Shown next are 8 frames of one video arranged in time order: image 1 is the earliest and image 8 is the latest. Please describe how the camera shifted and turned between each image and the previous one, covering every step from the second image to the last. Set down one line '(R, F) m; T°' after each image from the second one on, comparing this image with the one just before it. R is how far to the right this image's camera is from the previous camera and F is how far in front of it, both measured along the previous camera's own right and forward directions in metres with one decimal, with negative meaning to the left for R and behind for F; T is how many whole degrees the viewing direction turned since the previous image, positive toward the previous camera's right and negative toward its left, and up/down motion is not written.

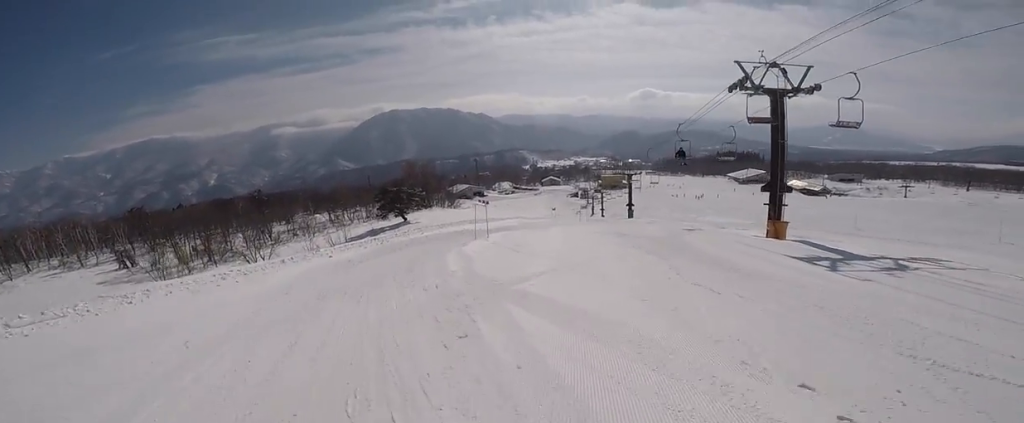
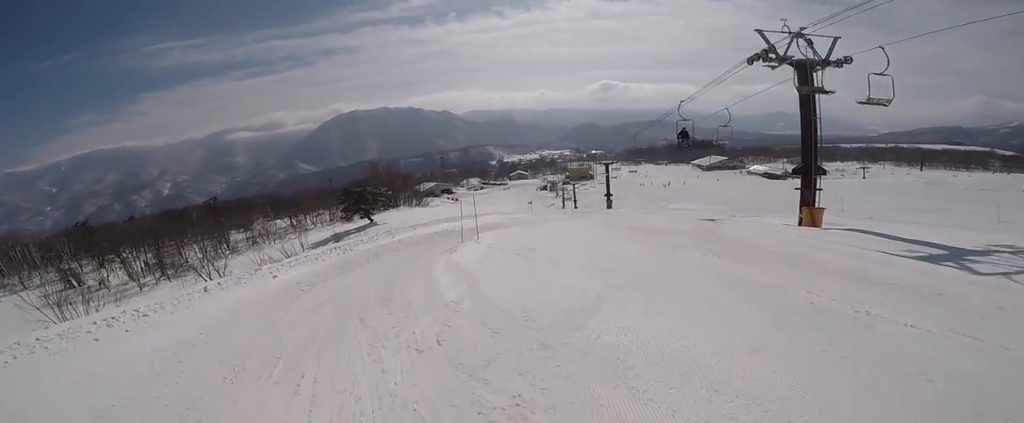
(-0.1, +3.4) m; +1°
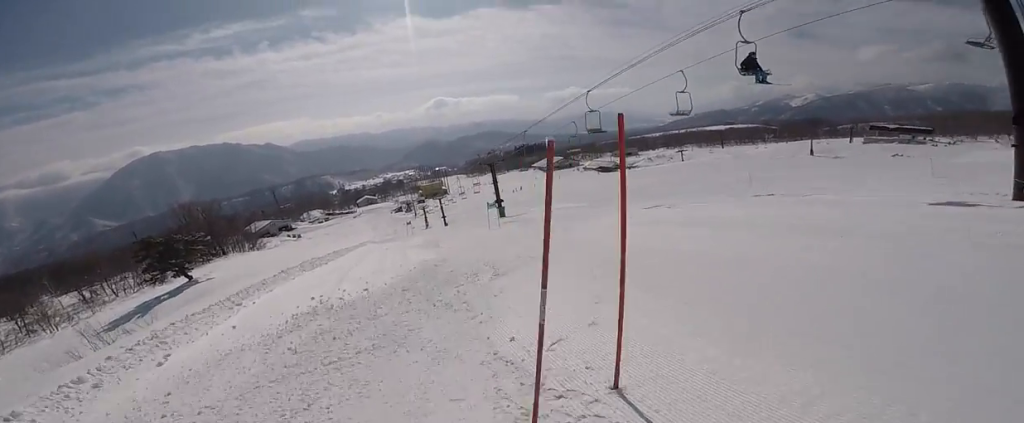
(+2.2, +10.9) m; +30°
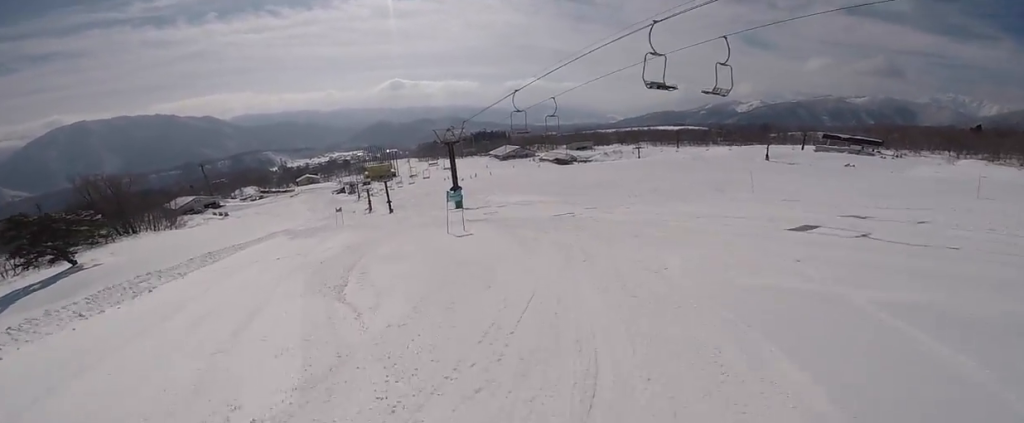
(+1.4, +8.8) m; +3°
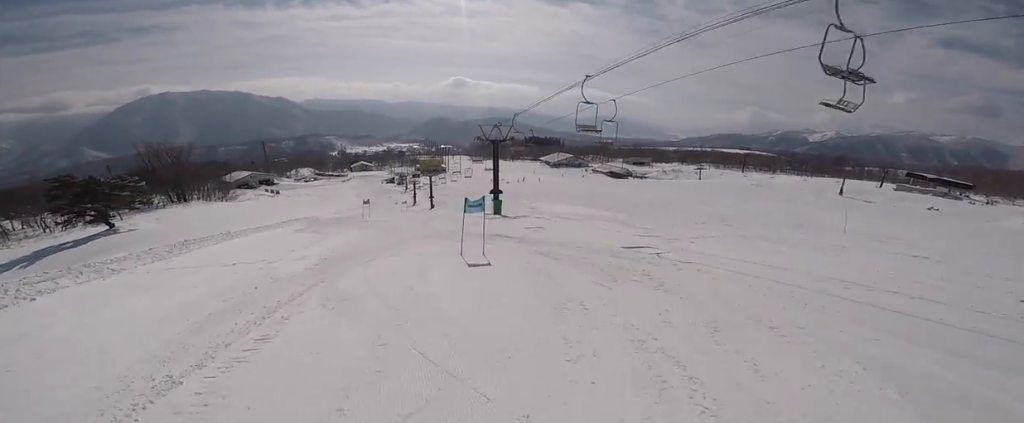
(0.0, +4.6) m; -6°
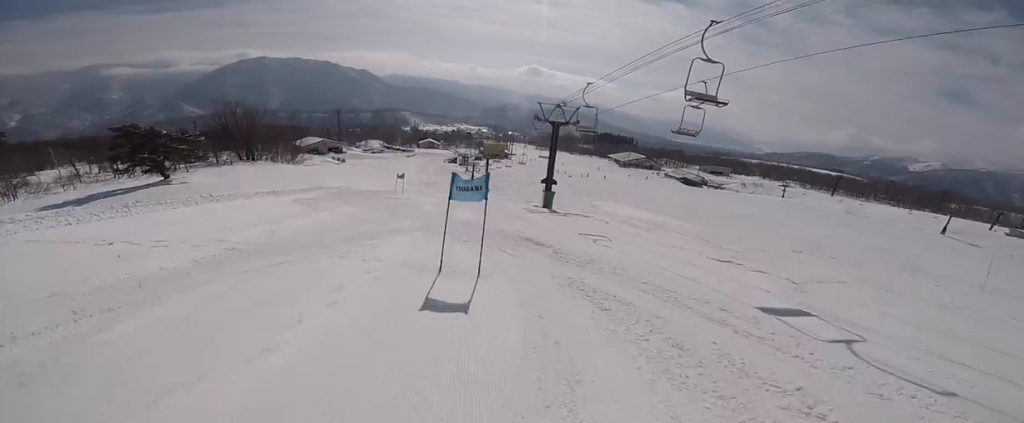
(-0.7, +4.9) m; -7°
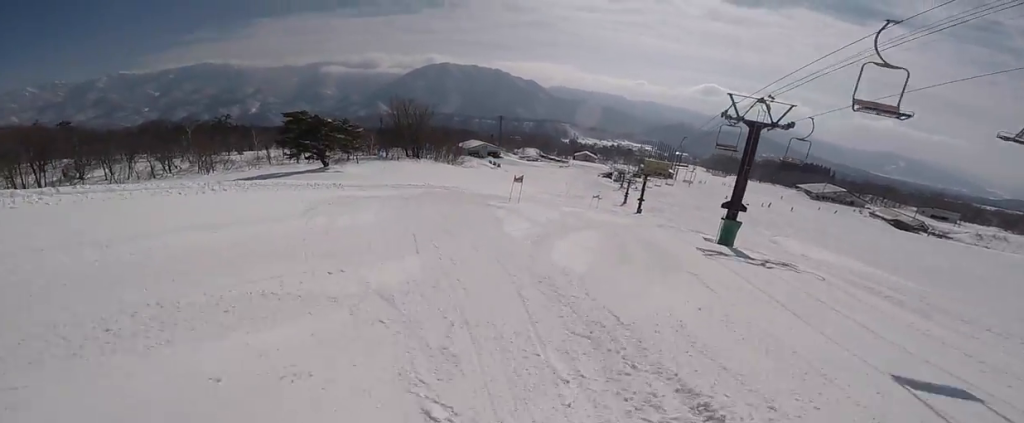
(-0.5, +8.0) m; -13°
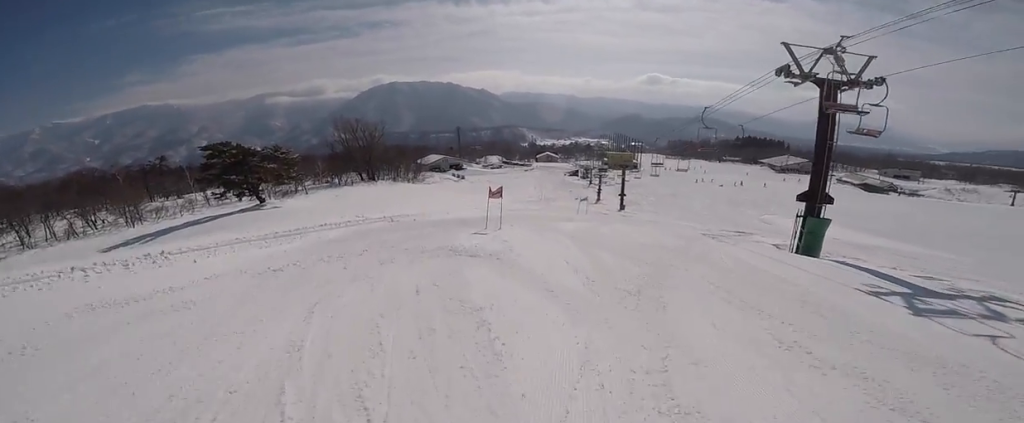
(-1.4, +7.9) m; 0°
